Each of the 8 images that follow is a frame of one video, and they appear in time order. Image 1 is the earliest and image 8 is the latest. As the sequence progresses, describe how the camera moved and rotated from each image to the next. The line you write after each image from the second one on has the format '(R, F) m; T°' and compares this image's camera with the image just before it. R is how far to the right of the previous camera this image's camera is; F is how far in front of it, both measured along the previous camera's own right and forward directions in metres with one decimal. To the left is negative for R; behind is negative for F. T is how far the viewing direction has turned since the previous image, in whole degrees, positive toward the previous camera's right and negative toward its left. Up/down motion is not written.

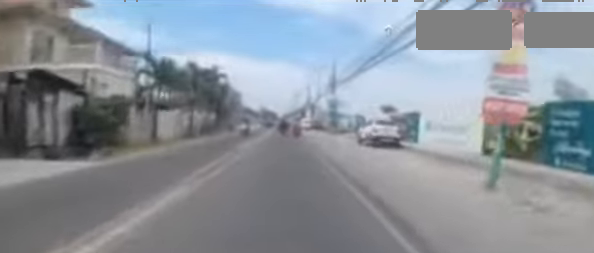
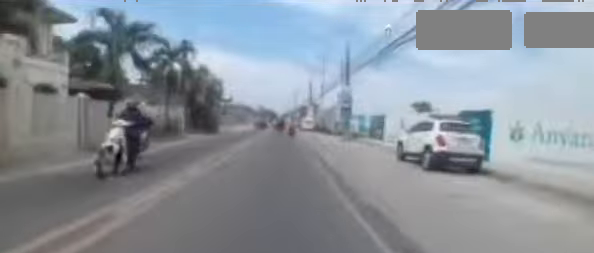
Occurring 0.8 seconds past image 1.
(0.0, +8.5) m; 0°
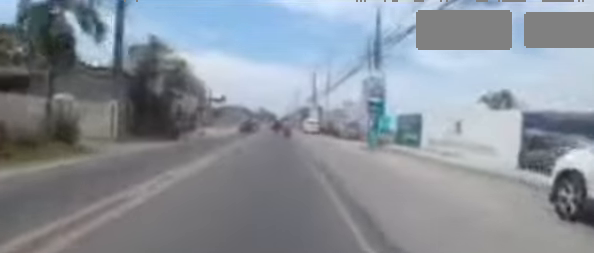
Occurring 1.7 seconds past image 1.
(0.0, +8.5) m; 0°
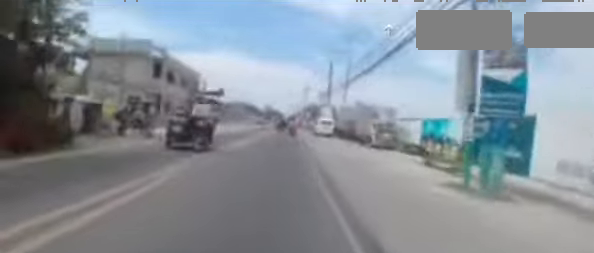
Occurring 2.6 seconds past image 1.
(0.0, +9.4) m; 0°
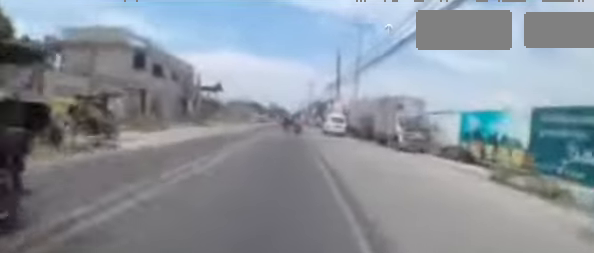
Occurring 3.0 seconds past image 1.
(0.0, +4.7) m; 0°
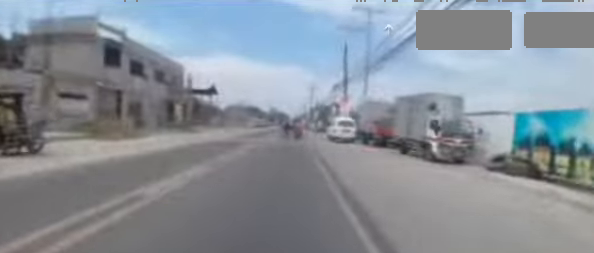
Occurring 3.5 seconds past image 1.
(0.0, +4.3) m; 0°
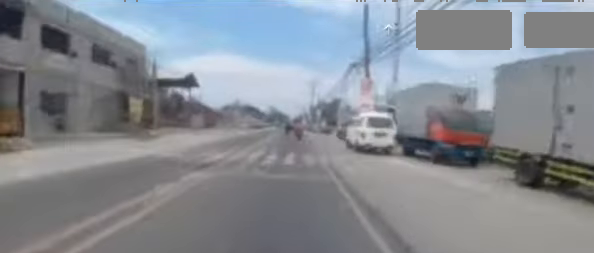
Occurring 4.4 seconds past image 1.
(0.0, +9.9) m; 0°
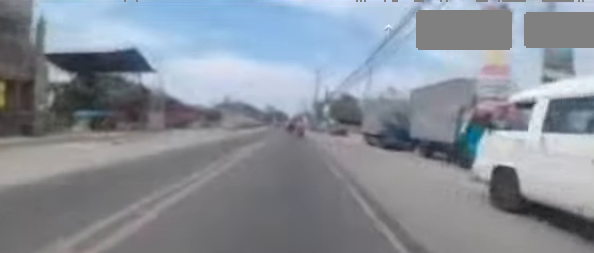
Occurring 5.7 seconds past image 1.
(-0.1, +14.0) m; 0°
